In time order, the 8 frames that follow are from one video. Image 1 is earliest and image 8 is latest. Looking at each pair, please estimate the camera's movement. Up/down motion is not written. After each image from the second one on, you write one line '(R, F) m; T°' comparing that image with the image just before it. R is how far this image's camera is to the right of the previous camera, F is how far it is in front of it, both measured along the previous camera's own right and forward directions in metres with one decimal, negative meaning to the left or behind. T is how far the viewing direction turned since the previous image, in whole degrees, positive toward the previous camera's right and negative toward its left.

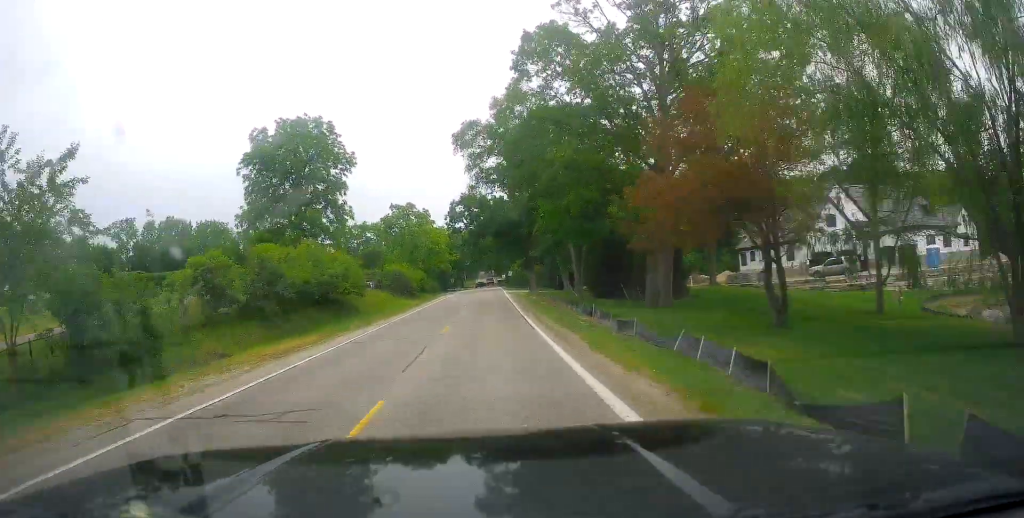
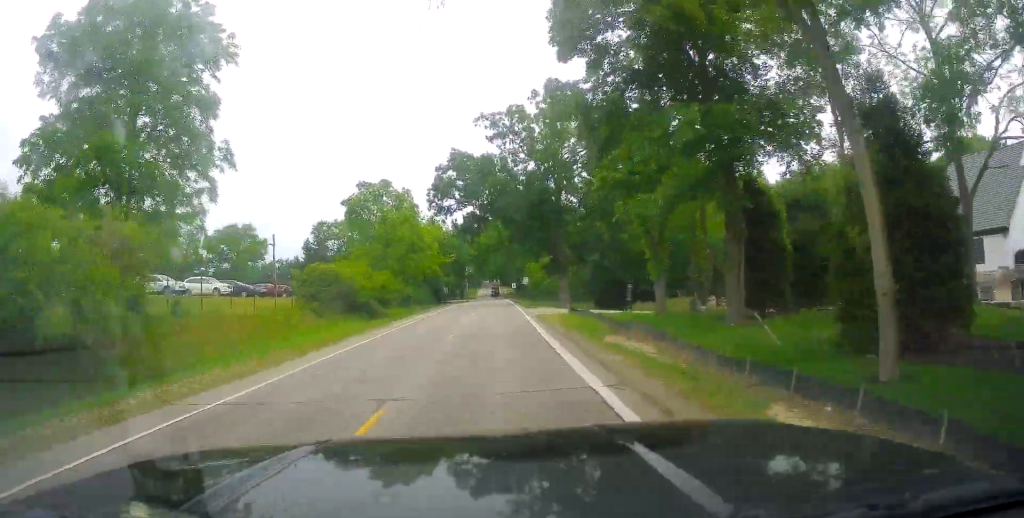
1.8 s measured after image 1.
(-1.3, +31.4) m; -3°
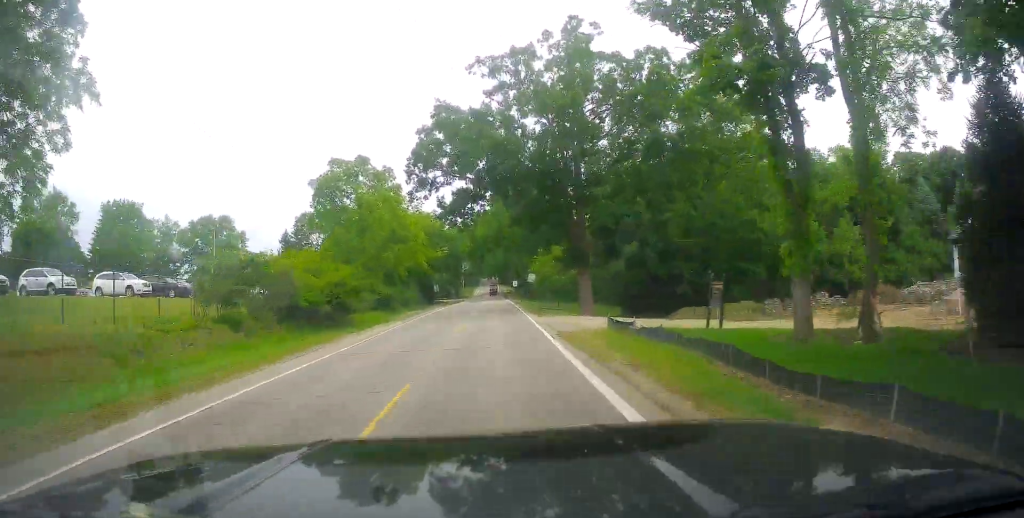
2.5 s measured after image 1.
(-0.1, +12.9) m; +2°
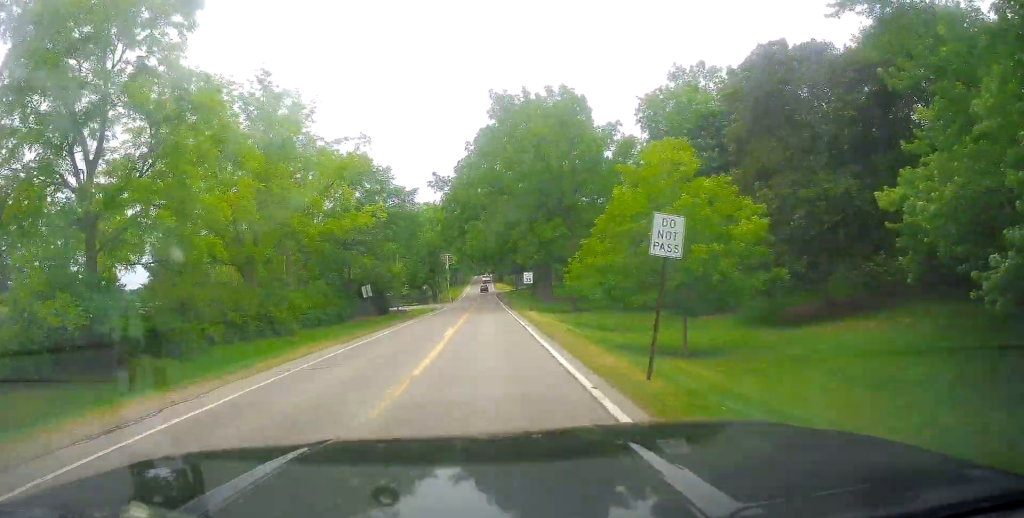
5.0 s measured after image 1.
(+0.3, +43.6) m; -1°
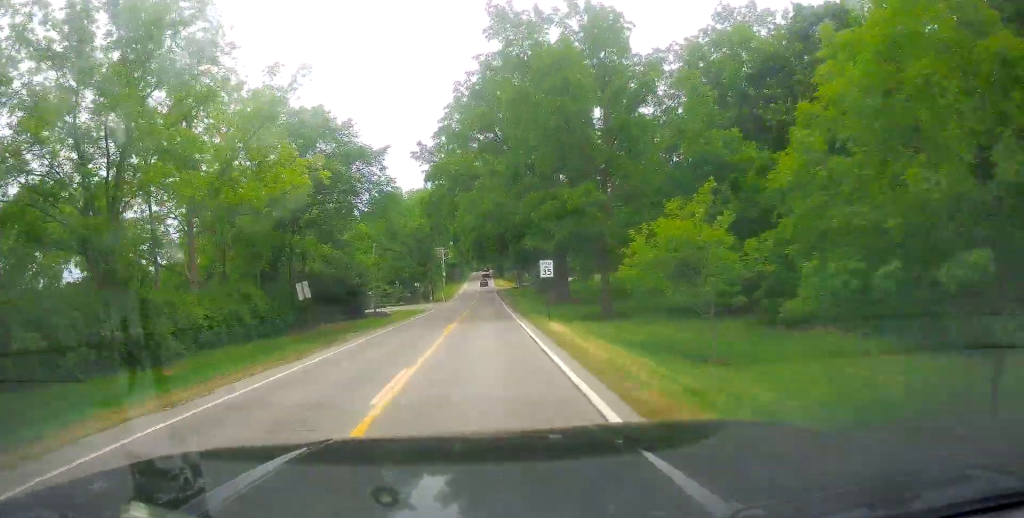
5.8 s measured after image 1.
(0.0, +14.1) m; +2°
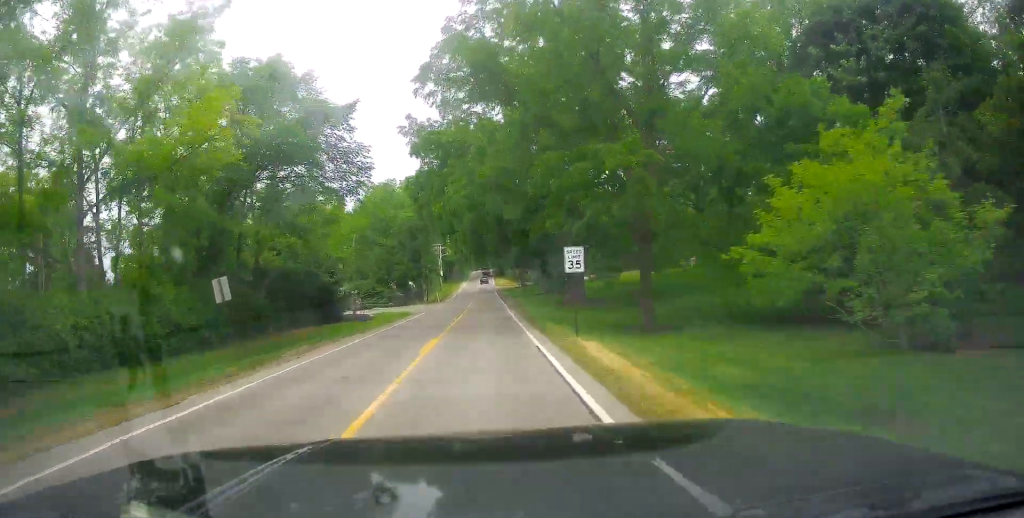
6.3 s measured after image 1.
(+0.3, +8.9) m; +1°
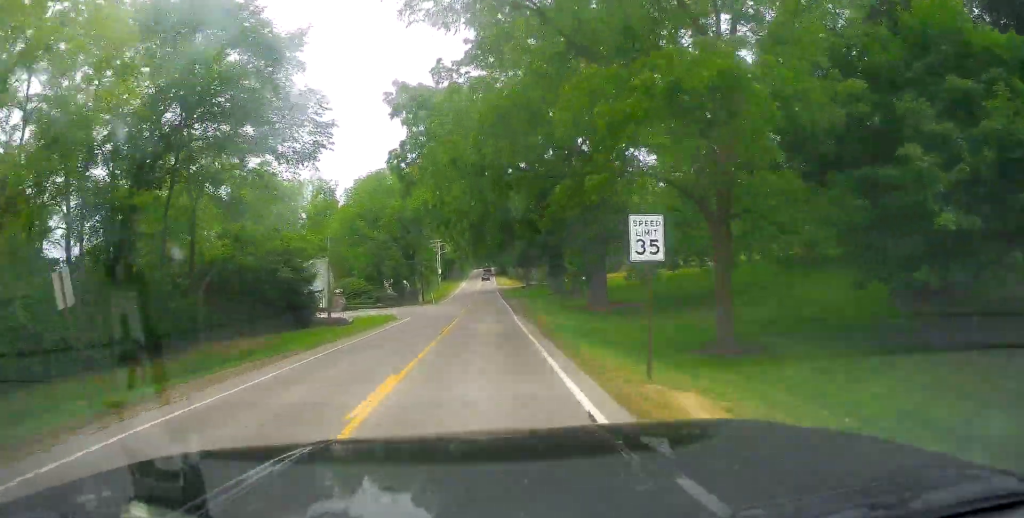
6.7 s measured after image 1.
(+0.1, +8.4) m; 0°
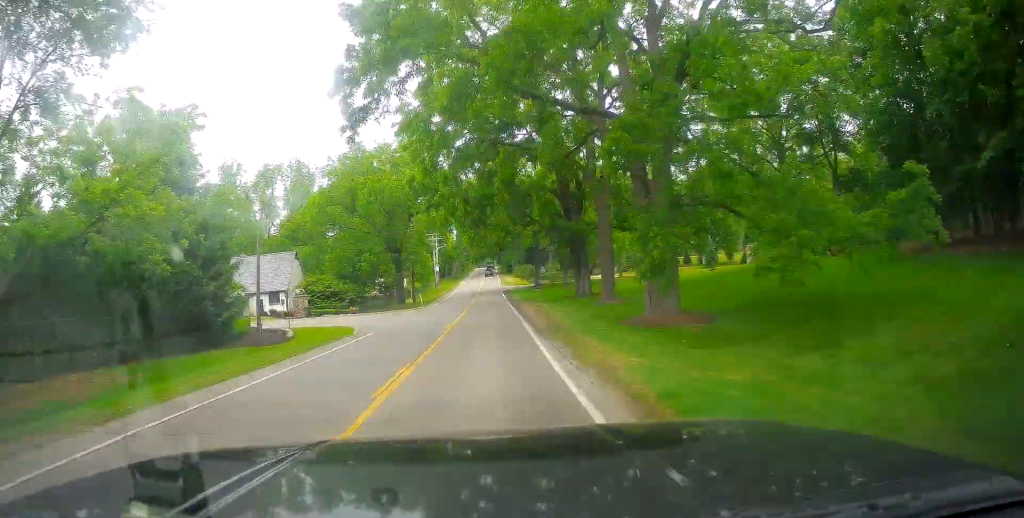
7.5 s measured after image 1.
(0.0, +13.7) m; -1°
